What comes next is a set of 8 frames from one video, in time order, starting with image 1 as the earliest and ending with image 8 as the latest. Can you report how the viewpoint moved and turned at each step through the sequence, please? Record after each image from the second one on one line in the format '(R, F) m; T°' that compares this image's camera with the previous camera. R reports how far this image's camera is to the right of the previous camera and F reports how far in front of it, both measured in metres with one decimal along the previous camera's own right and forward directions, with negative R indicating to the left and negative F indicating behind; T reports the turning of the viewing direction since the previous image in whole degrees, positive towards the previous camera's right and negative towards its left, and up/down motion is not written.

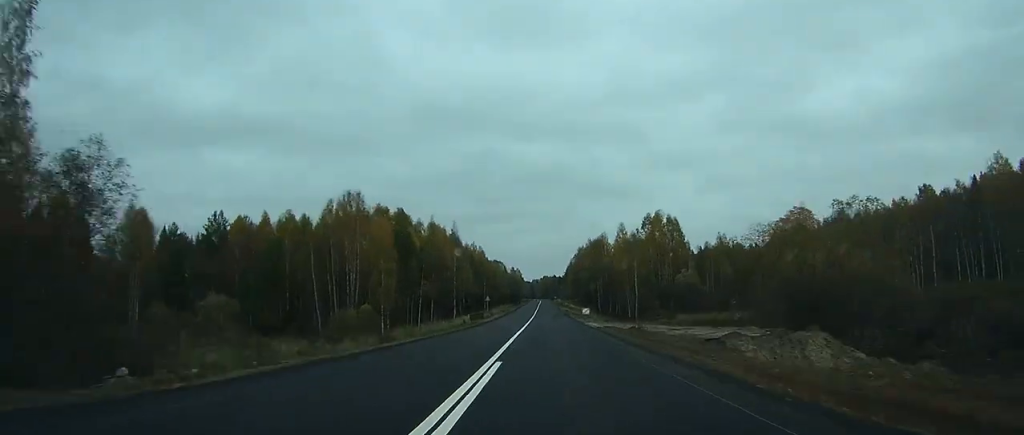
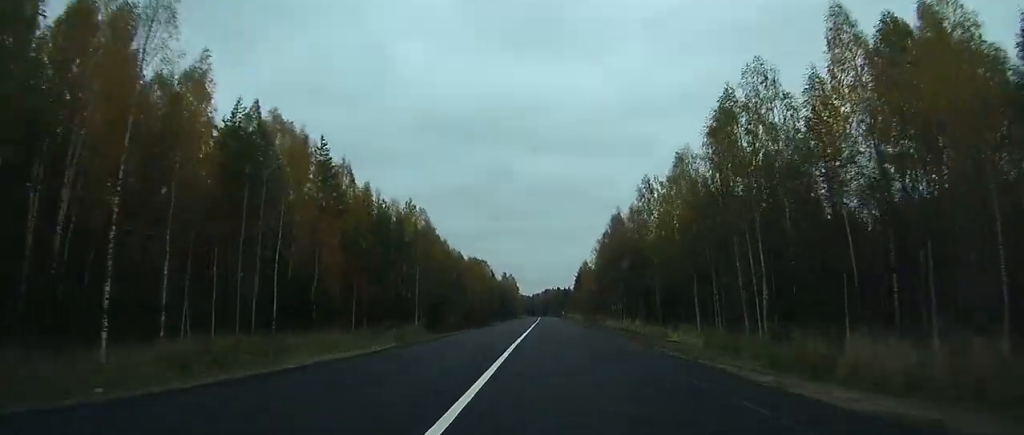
(-1.2, +109.8) m; -1°
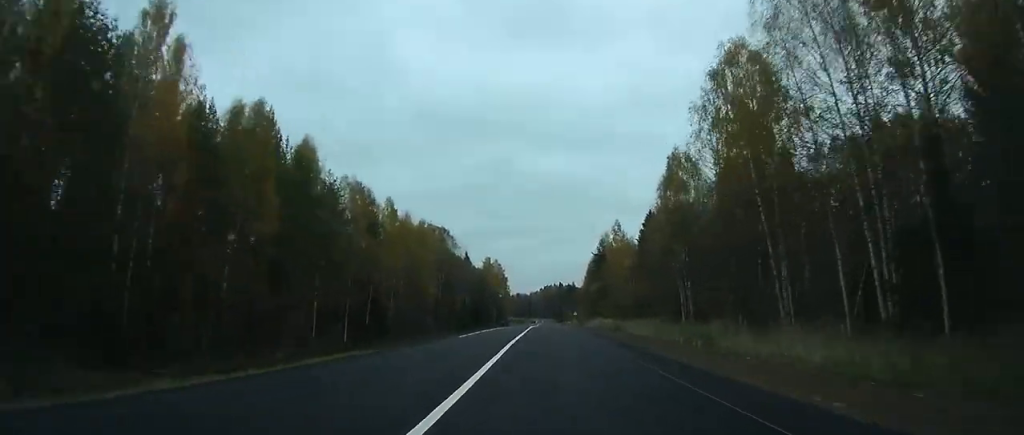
(-0.3, +90.9) m; 0°
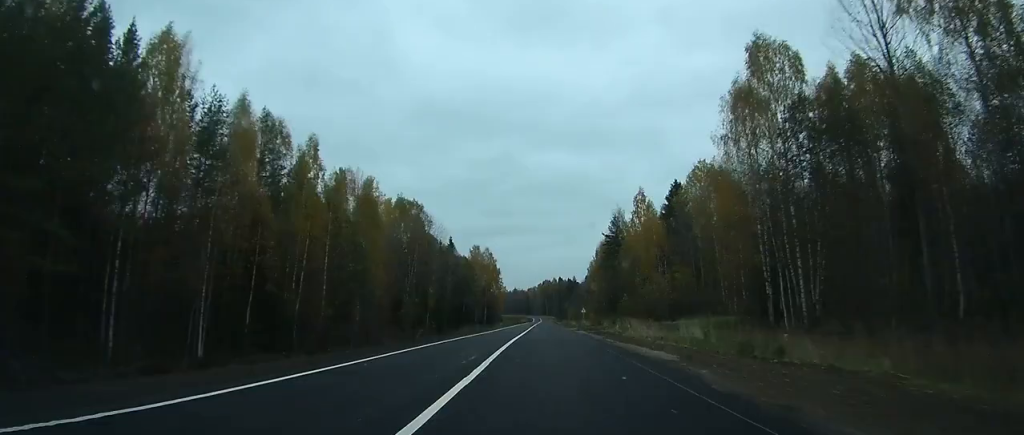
(0.0, +31.8) m; 0°
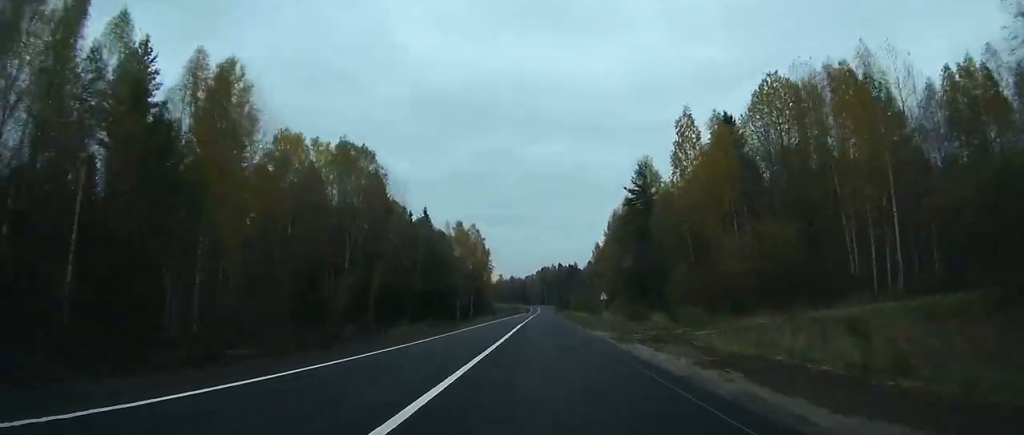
(-0.1, +35.5) m; 0°
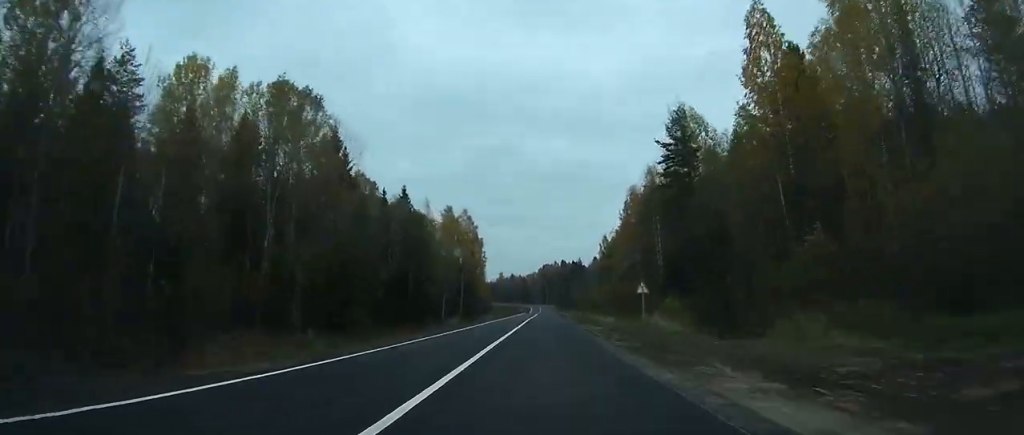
(0.0, +24.3) m; 0°
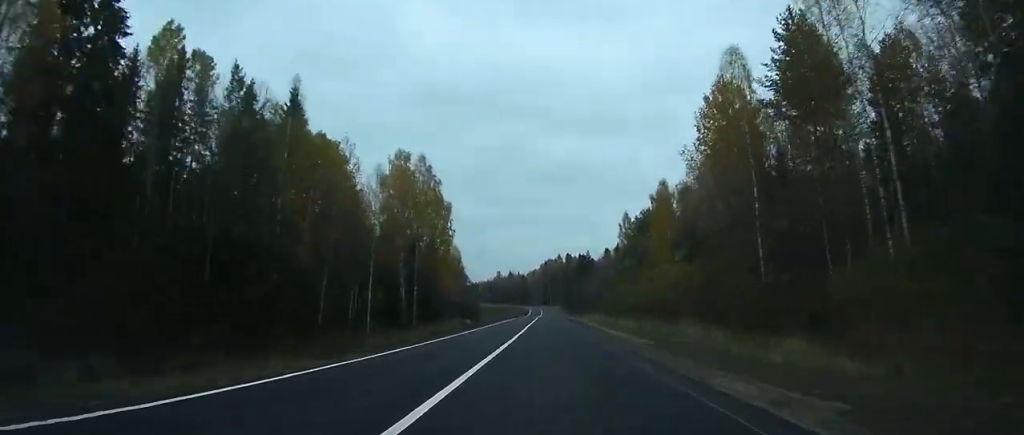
(-0.2, +53.8) m; 0°
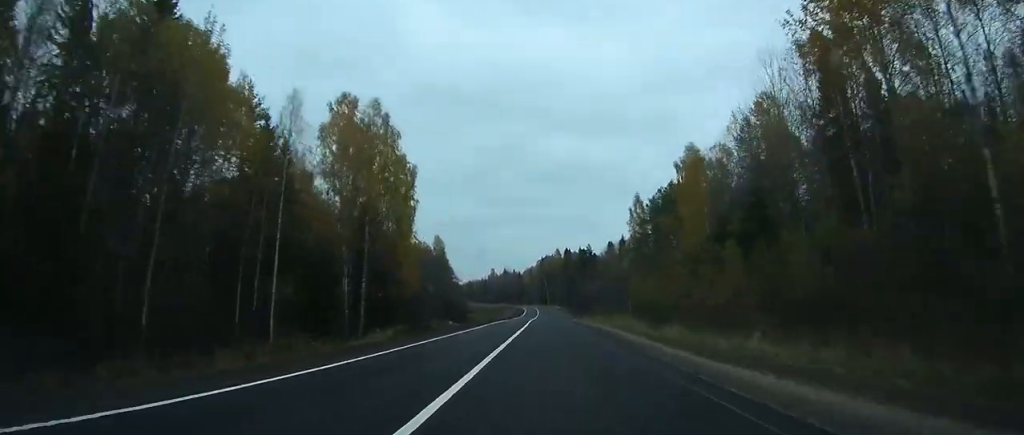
(0.0, +24.0) m; 0°
